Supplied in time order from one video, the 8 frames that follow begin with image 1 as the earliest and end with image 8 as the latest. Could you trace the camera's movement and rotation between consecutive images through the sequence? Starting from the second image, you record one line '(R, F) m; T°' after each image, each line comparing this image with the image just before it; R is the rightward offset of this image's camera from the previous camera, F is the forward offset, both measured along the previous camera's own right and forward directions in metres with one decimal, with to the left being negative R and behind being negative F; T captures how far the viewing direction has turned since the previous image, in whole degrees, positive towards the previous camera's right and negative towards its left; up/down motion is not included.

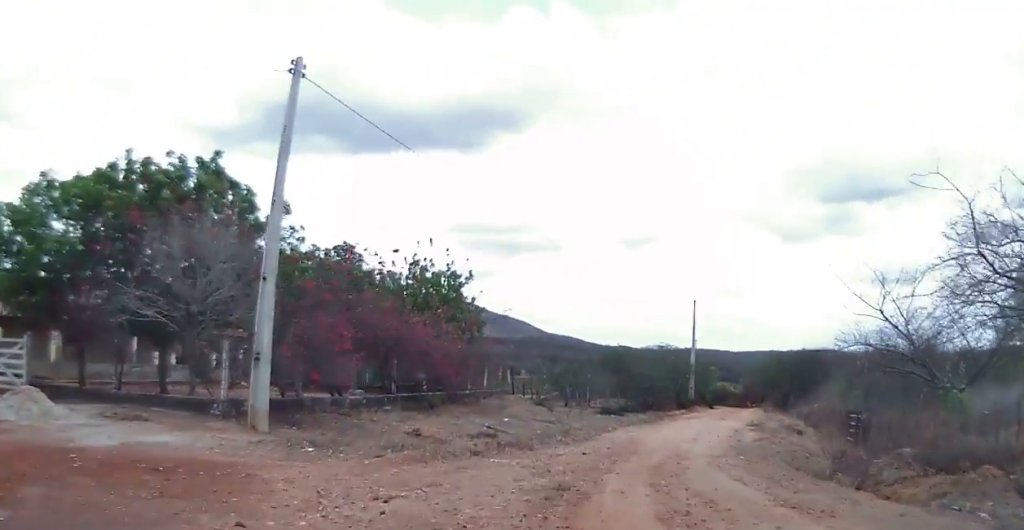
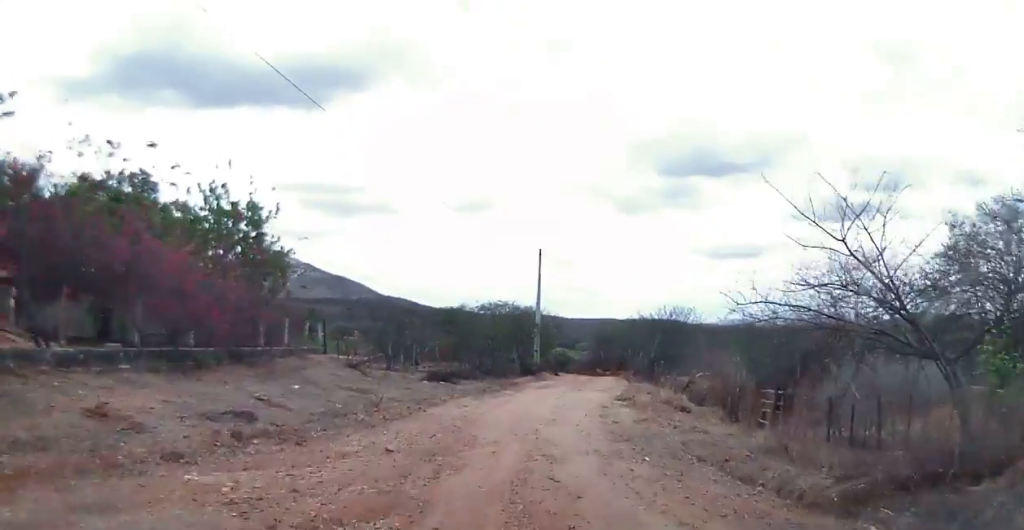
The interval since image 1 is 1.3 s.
(+0.1, +6.9) m; +15°
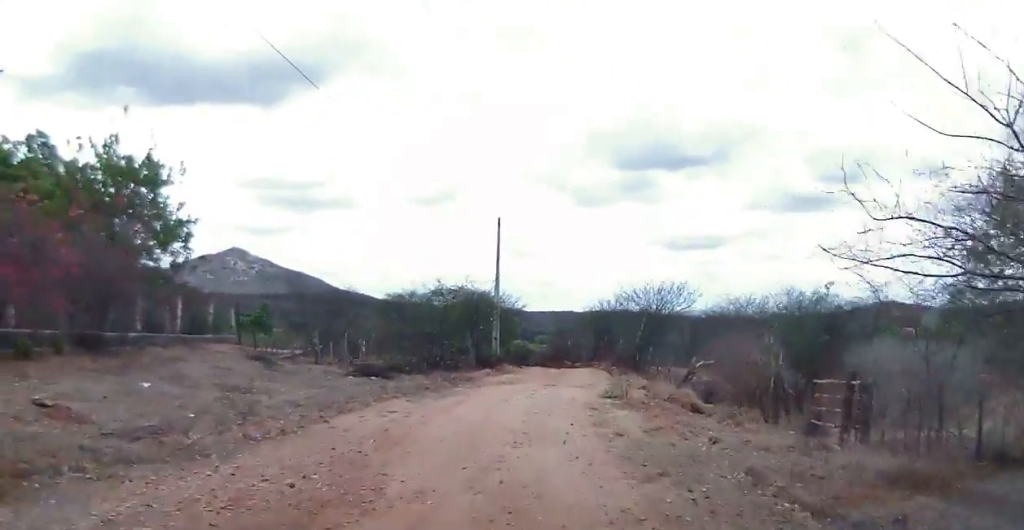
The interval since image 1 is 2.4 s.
(+1.3, +6.0) m; +12°
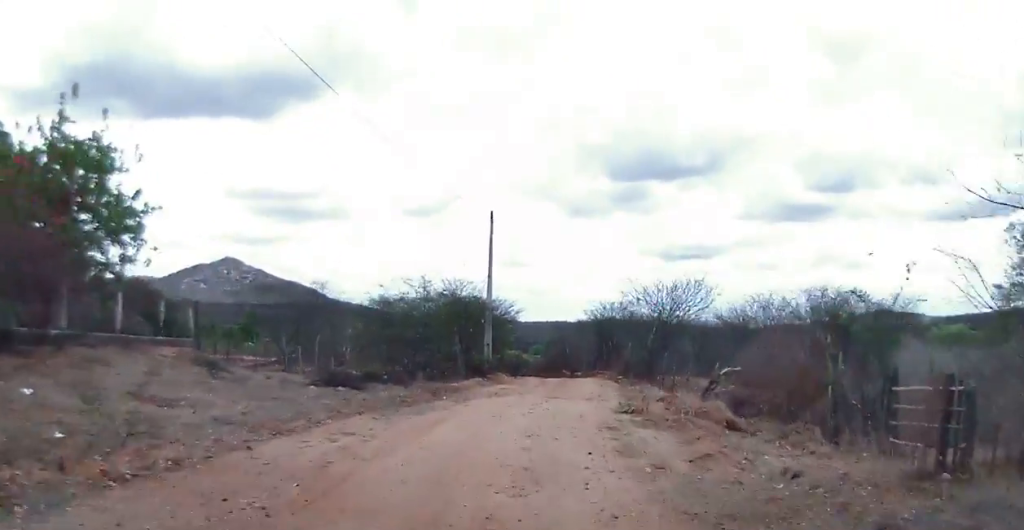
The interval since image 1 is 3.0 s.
(0.0, +3.3) m; +1°
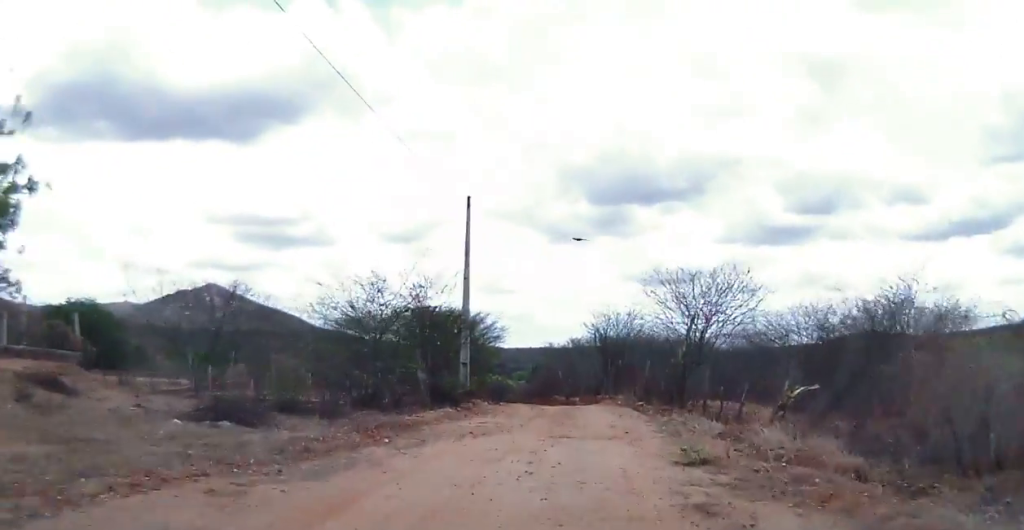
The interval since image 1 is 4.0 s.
(+0.1, +6.3) m; 0°
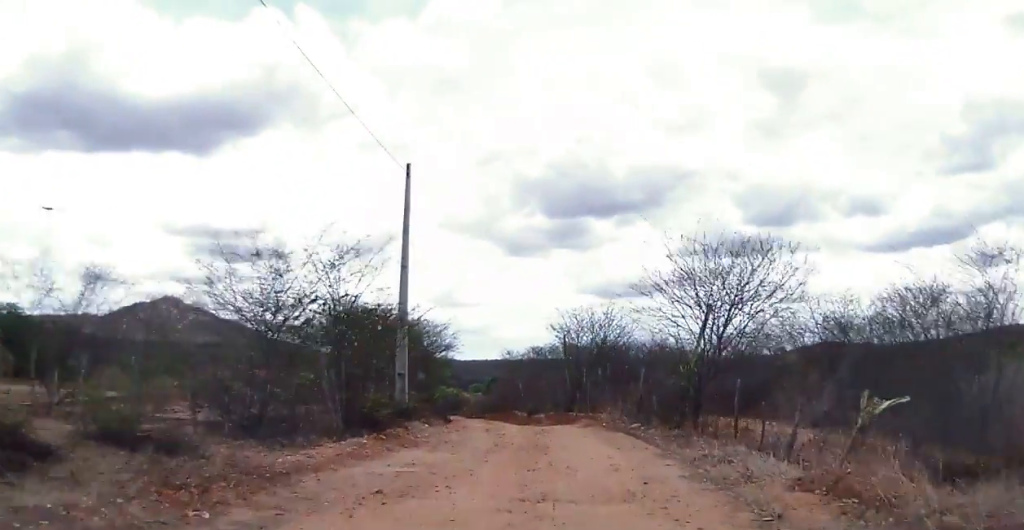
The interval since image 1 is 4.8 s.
(0.0, +5.4) m; 0°
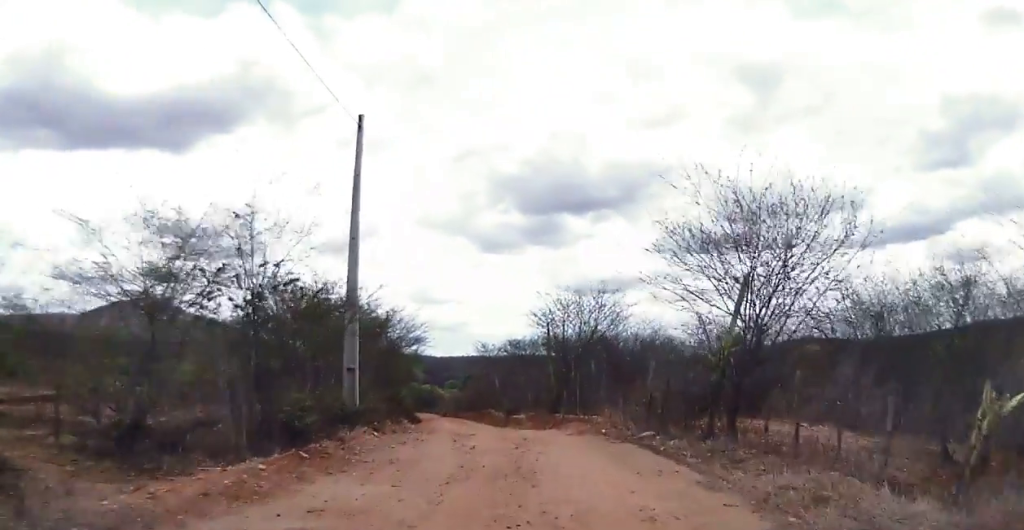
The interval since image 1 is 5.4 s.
(0.0, +3.7) m; +1°
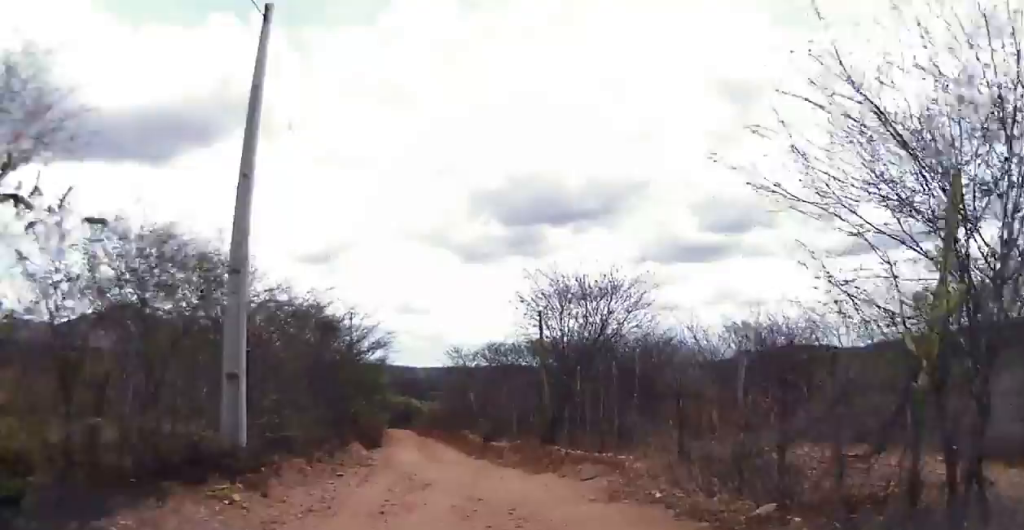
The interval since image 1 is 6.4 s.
(+0.1, +6.4) m; +6°
